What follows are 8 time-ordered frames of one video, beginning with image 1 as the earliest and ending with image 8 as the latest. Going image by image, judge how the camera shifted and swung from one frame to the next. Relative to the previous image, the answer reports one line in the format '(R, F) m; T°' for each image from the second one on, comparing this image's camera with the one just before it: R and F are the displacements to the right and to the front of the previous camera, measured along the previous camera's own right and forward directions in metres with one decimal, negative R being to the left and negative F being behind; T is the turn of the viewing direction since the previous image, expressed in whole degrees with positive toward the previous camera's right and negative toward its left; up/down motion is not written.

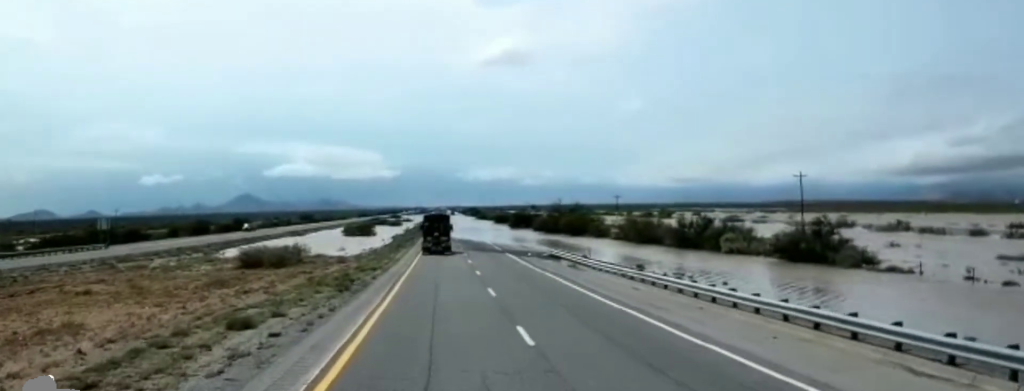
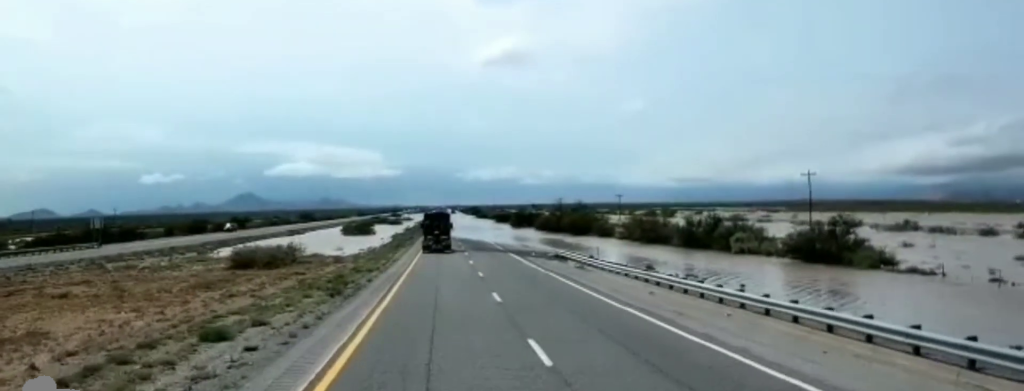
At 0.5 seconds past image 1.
(0.0, +2.7) m; 0°
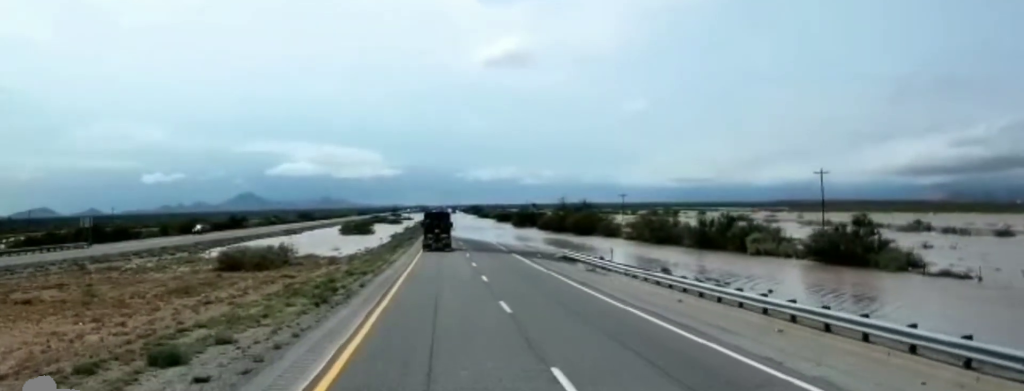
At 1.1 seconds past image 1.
(0.0, +3.7) m; +1°
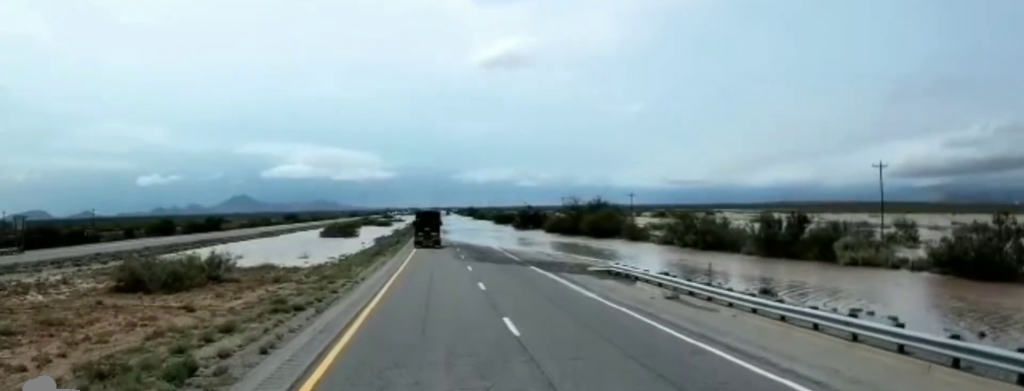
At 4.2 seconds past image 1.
(+1.3, +19.0) m; +2°
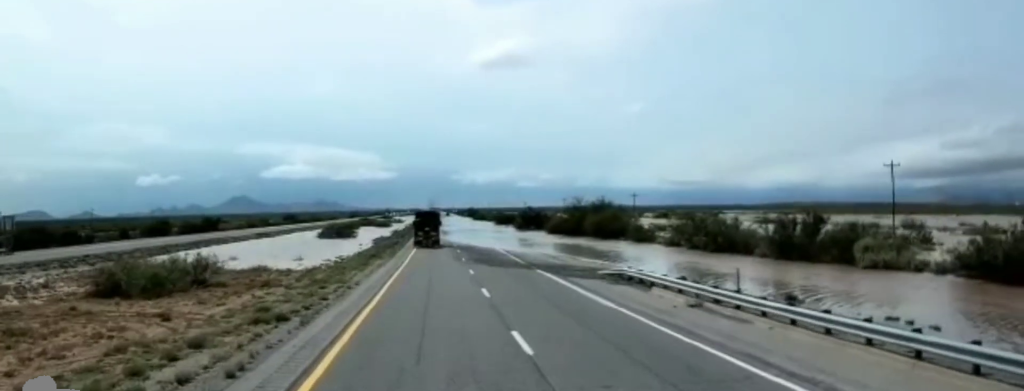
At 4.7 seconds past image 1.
(-0.1, +2.8) m; -1°
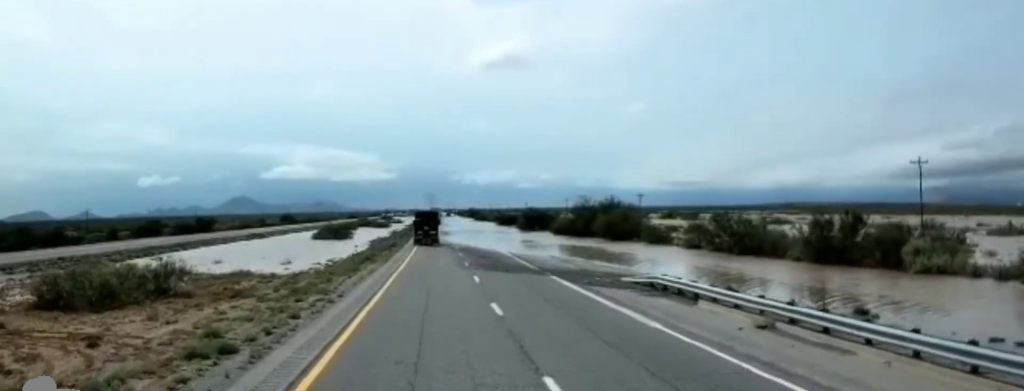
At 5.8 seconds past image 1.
(0.0, +6.4) m; +1°
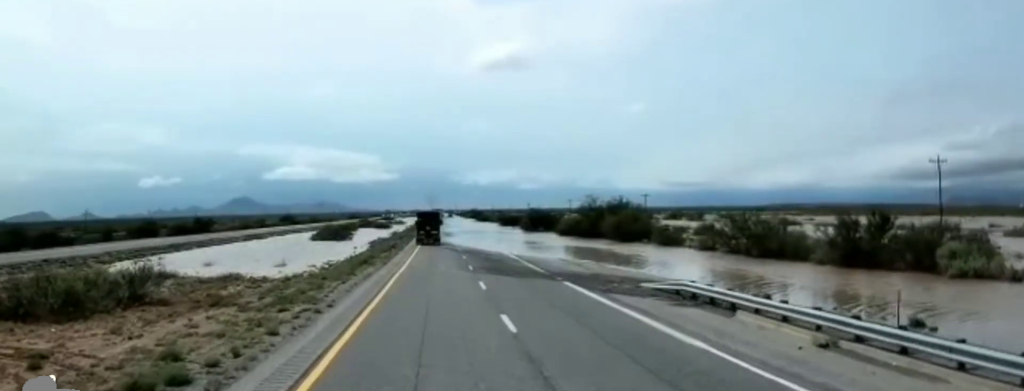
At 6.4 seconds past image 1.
(+0.1, +3.5) m; +1°
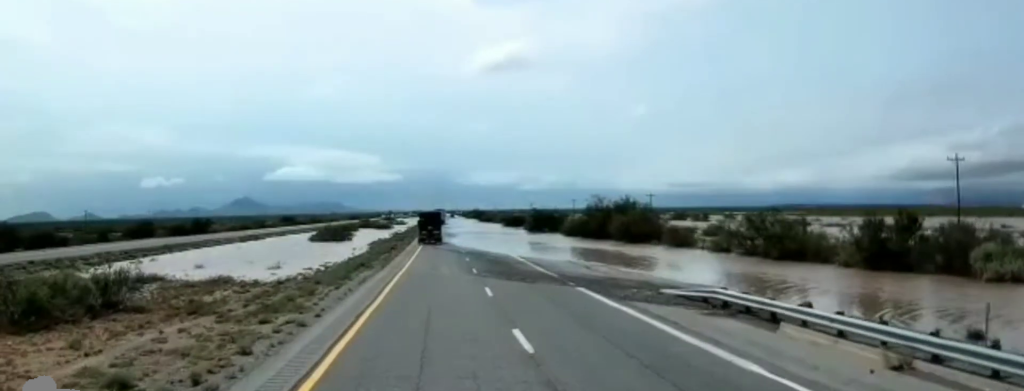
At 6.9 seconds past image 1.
(+0.1, +3.1) m; +1°
